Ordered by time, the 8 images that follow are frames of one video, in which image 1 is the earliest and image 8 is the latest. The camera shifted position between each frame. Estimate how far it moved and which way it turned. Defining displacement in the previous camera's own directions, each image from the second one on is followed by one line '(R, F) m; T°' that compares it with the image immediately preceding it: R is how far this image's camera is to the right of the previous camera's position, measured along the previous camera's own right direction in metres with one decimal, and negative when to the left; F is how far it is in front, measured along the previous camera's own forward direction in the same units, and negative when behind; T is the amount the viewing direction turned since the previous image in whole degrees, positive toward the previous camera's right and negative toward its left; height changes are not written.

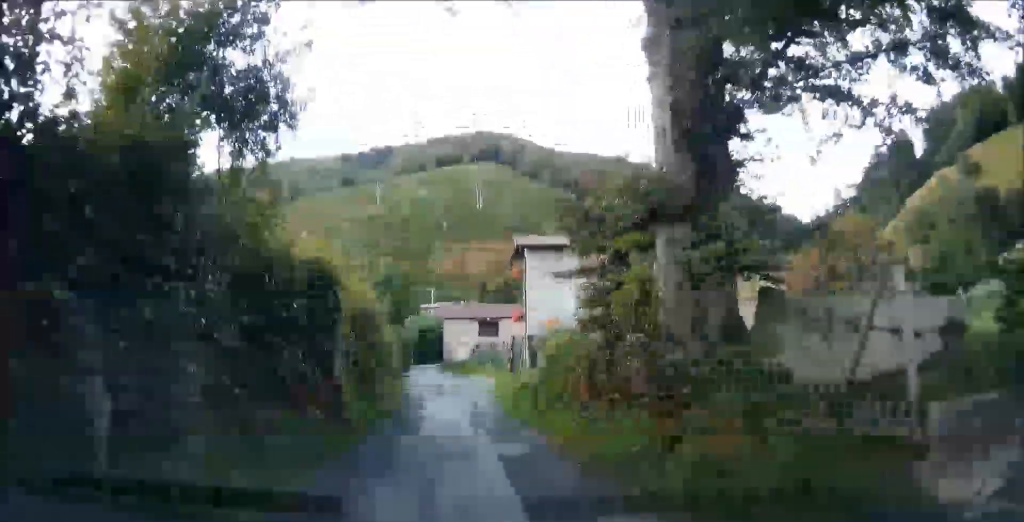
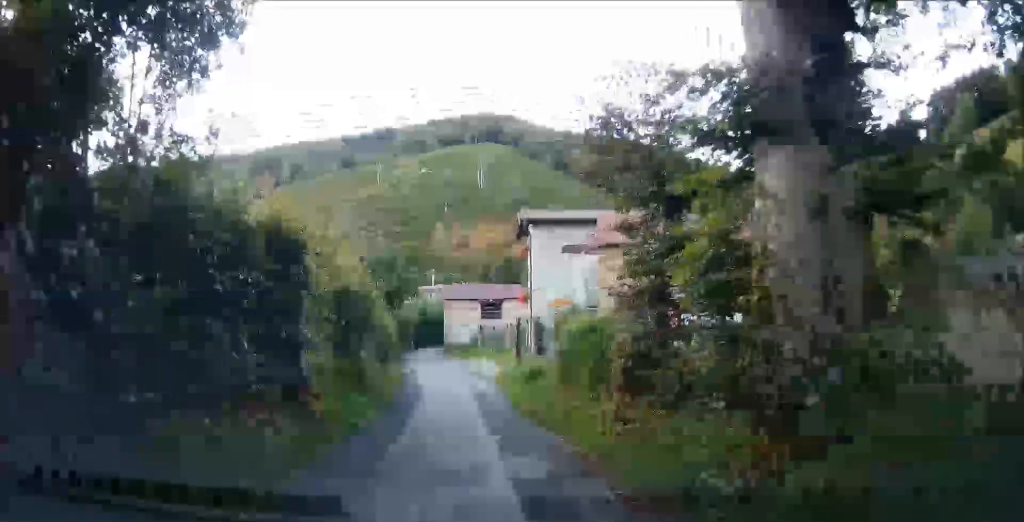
(0.0, +2.3) m; -1°
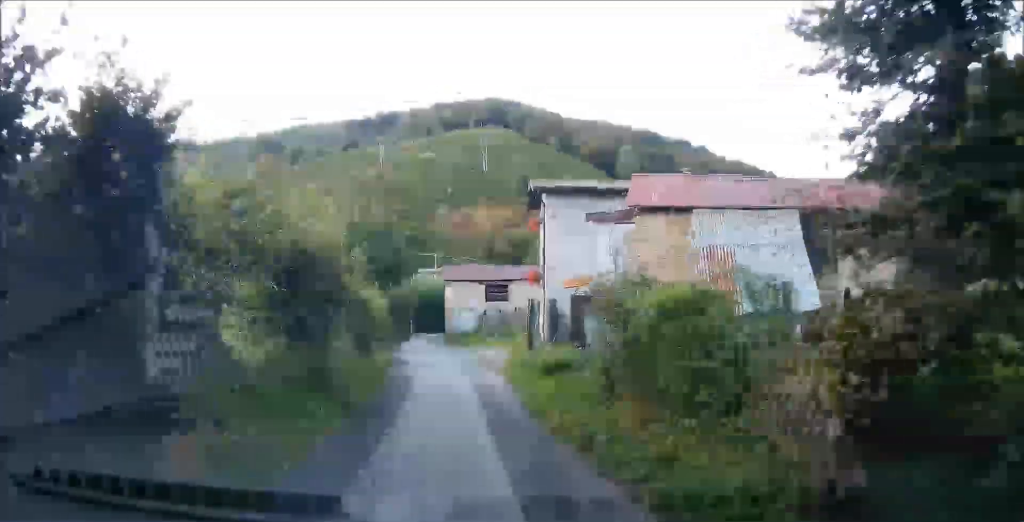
(-0.1, +4.1) m; -4°
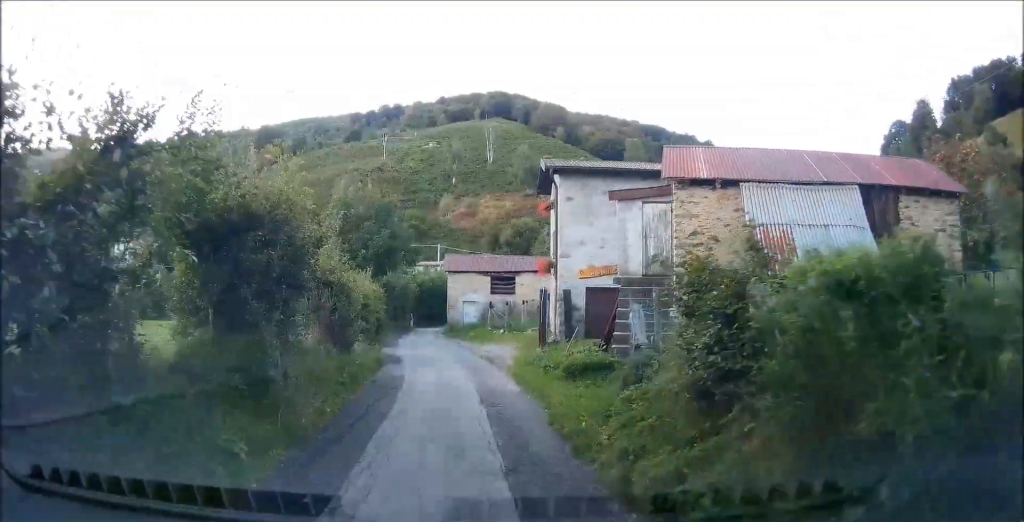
(-0.1, +2.3) m; -4°
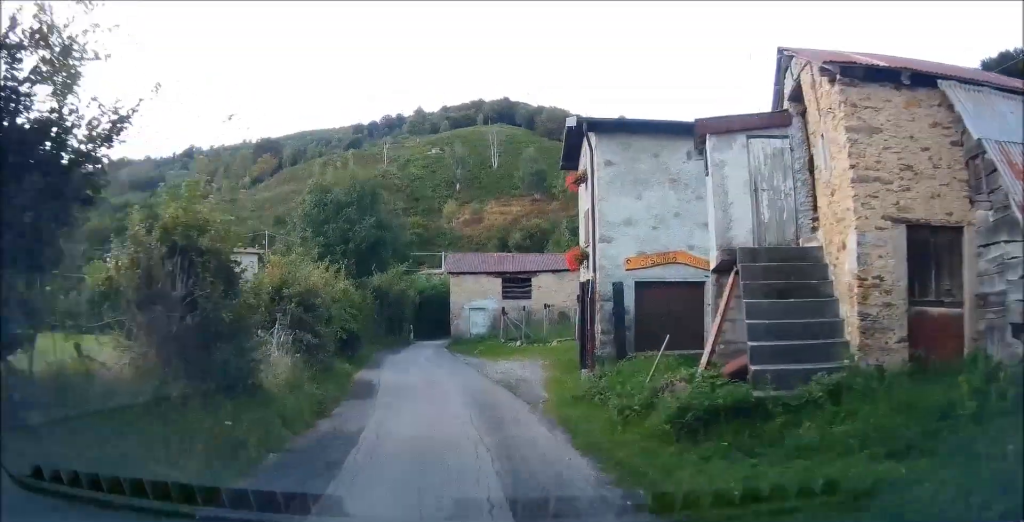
(-0.3, +4.6) m; -4°
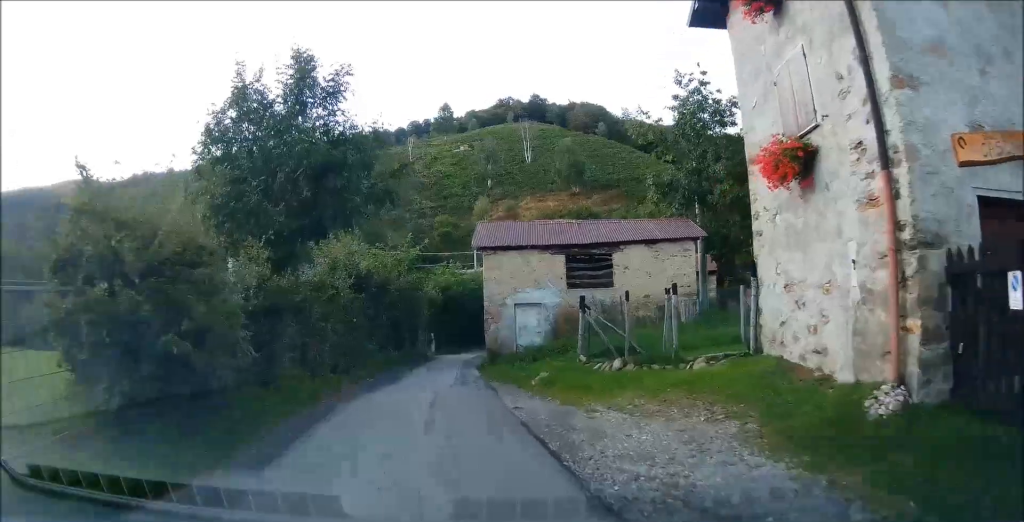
(-0.4, +10.3) m; -6°
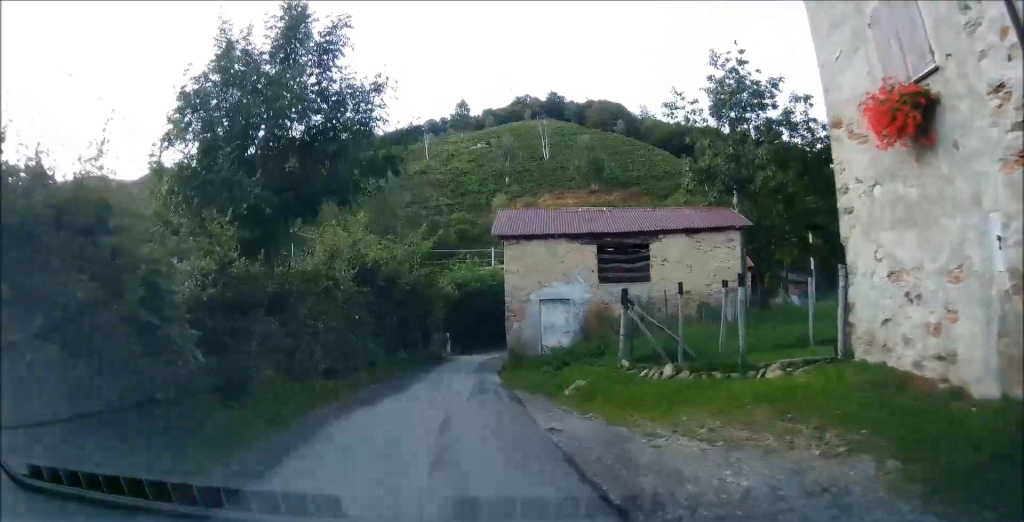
(0.0, +2.3) m; -1°
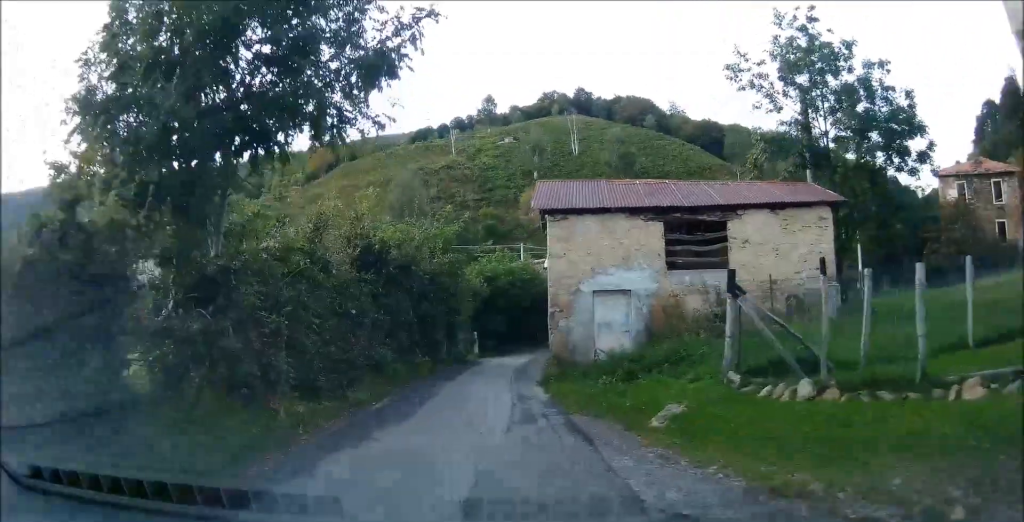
(0.0, +3.9) m; 0°
